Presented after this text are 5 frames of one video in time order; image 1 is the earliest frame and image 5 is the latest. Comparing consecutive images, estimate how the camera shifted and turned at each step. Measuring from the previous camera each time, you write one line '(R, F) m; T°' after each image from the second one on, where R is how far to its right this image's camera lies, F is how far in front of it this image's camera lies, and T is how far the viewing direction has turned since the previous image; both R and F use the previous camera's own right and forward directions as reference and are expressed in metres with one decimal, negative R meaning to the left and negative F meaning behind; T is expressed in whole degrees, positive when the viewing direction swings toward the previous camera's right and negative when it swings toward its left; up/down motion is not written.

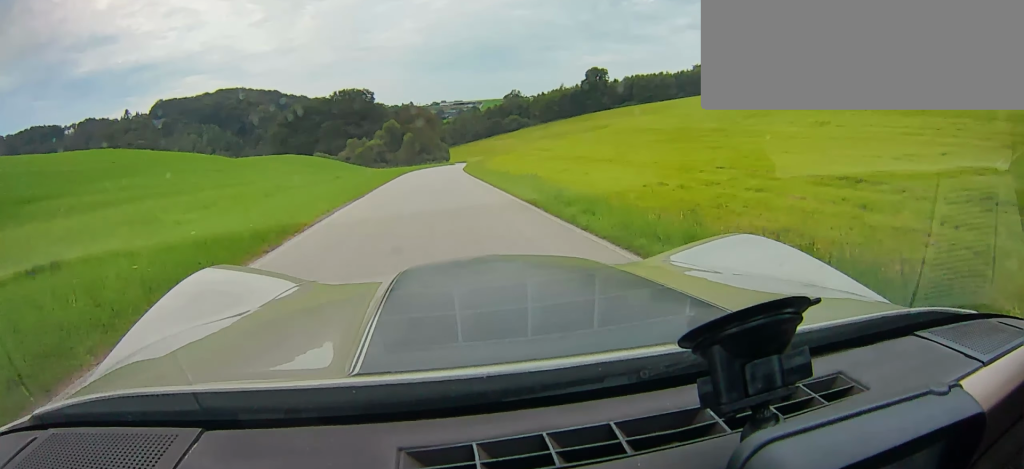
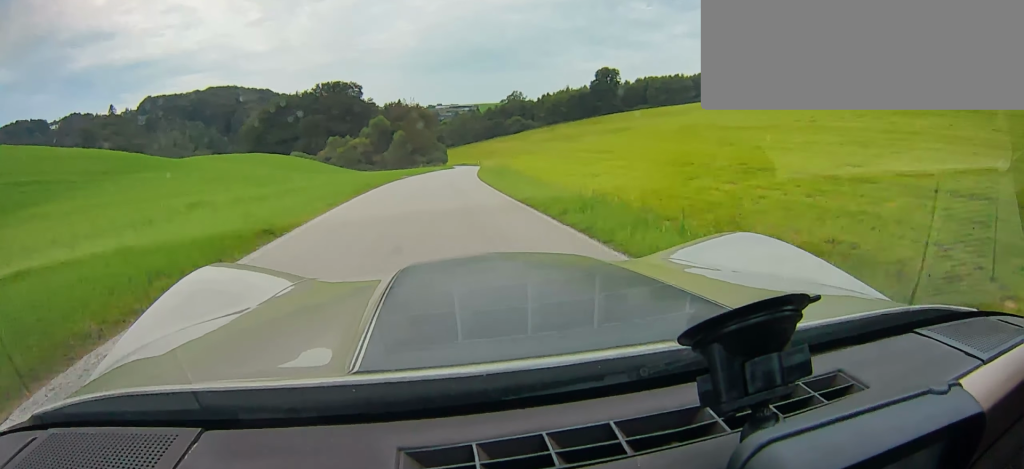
(-0.1, +21.2) m; -1°
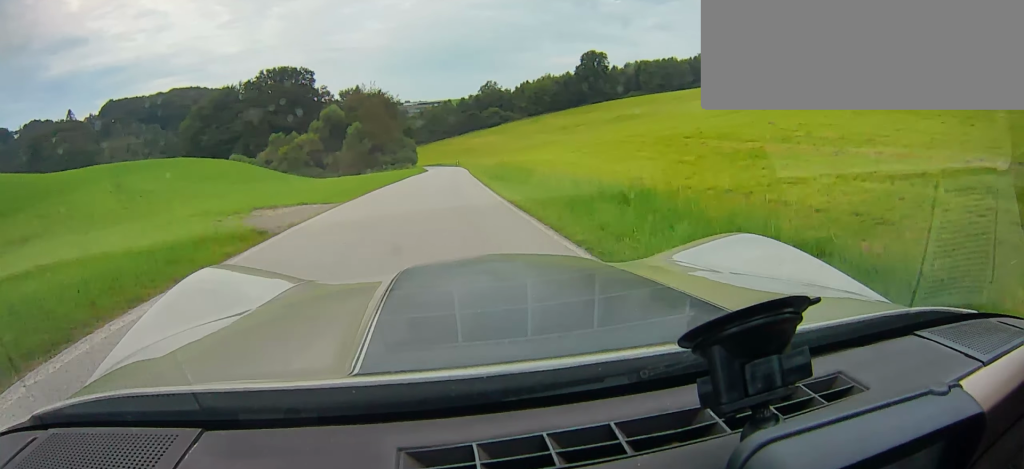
(-0.4, +25.9) m; 0°
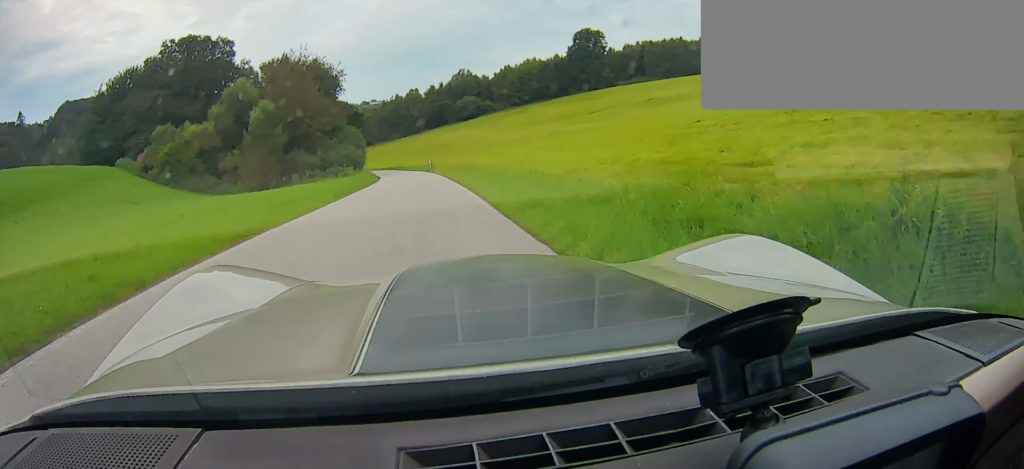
(+1.8, +35.5) m; +6°
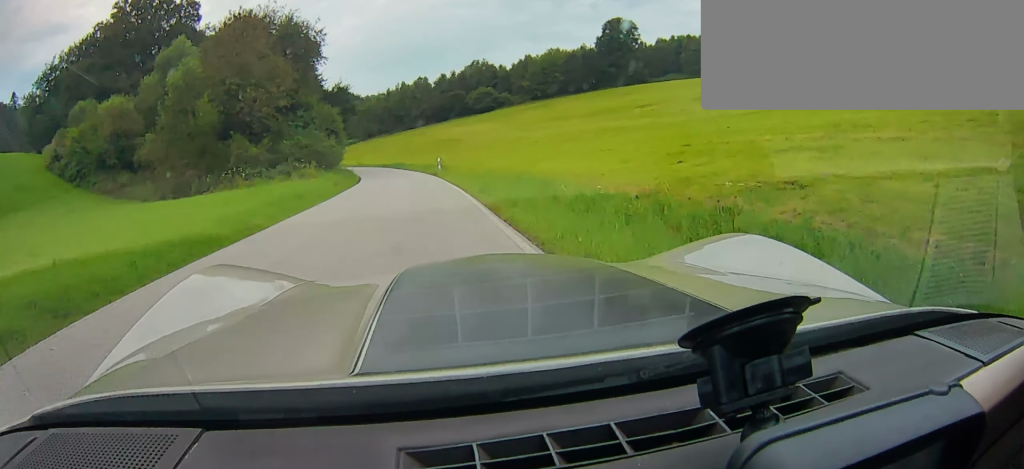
(+0.3, +19.8) m; +2°
